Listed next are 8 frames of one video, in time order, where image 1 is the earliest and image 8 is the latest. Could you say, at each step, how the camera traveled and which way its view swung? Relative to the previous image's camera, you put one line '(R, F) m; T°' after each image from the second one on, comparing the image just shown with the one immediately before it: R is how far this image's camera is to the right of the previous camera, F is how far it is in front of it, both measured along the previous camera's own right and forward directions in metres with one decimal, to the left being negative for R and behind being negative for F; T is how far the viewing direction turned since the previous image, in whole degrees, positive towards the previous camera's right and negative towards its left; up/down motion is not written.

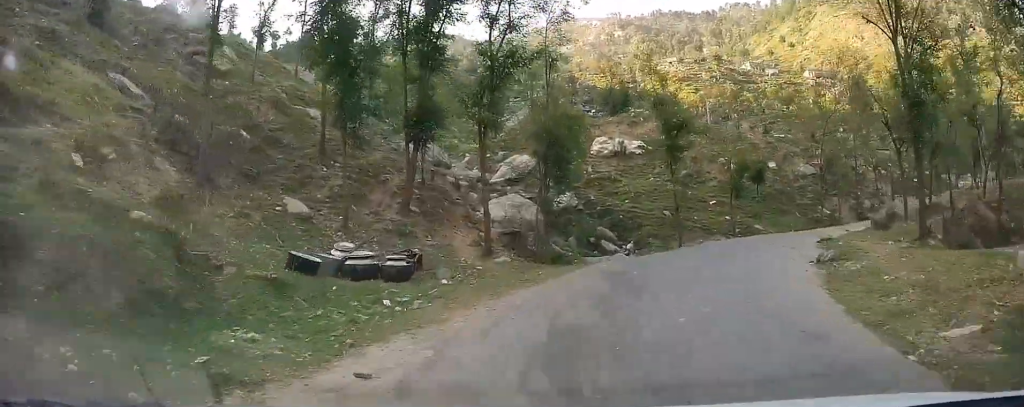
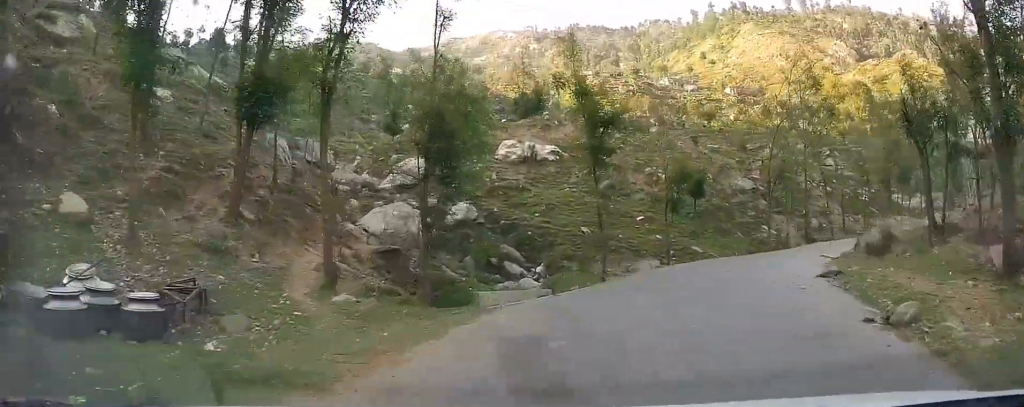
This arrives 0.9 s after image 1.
(-0.3, +5.7) m; +7°
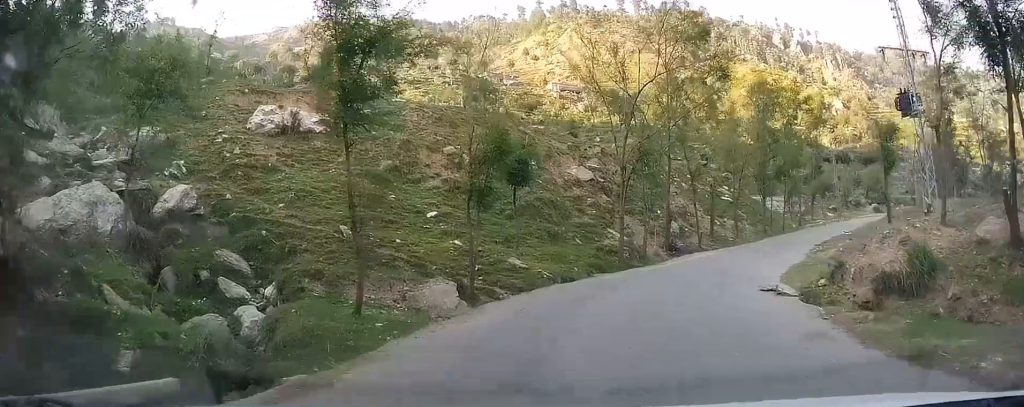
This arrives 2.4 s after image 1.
(+1.7, +10.3) m; +17°
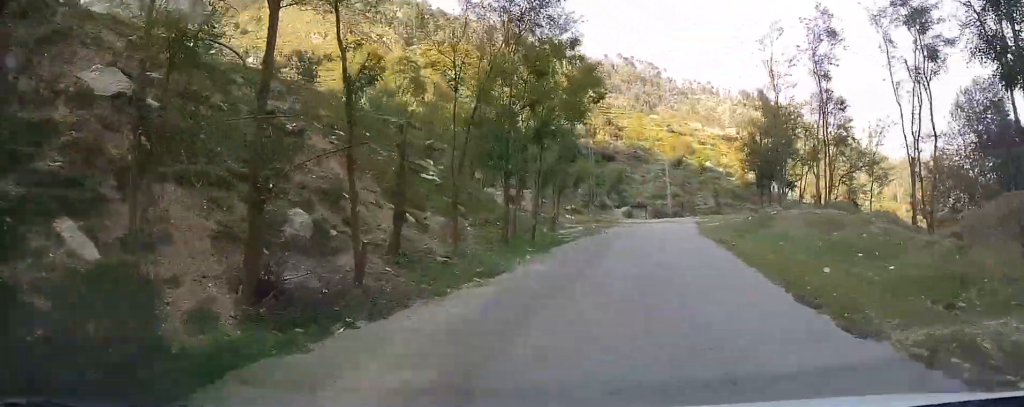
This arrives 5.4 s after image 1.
(+6.2, +20.4) m; +31°
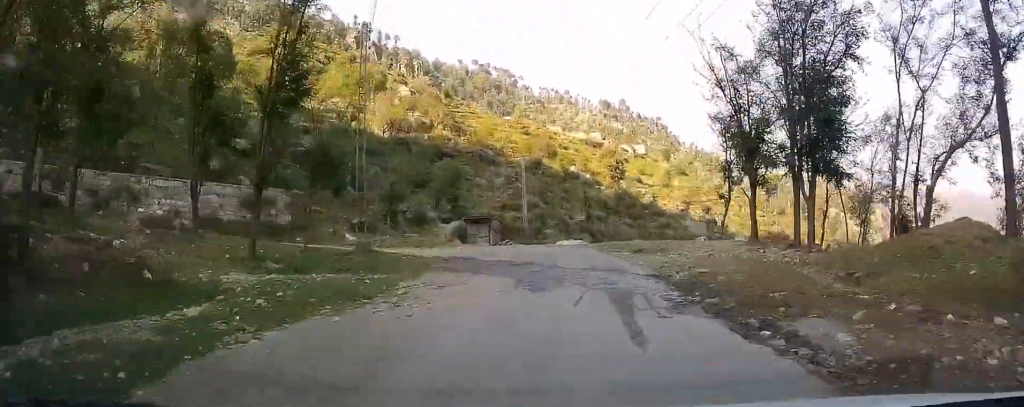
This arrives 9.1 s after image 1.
(+5.7, +24.6) m; +18°
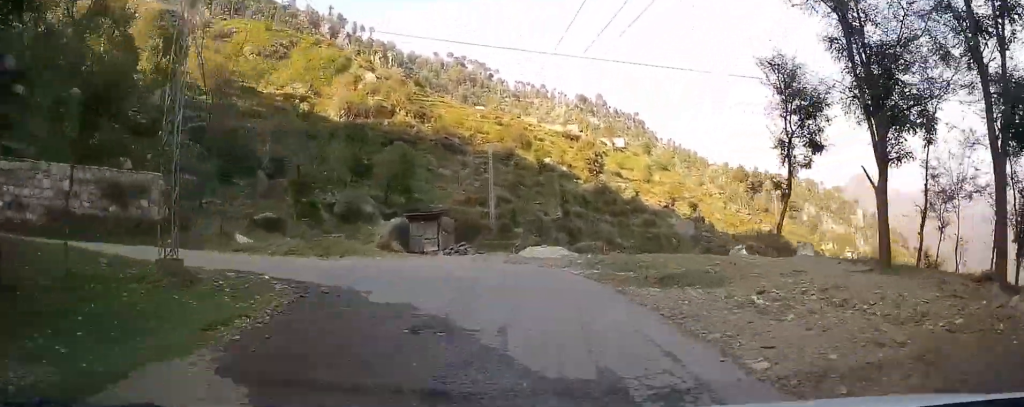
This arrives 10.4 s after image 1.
(0.0, +8.2) m; -2°
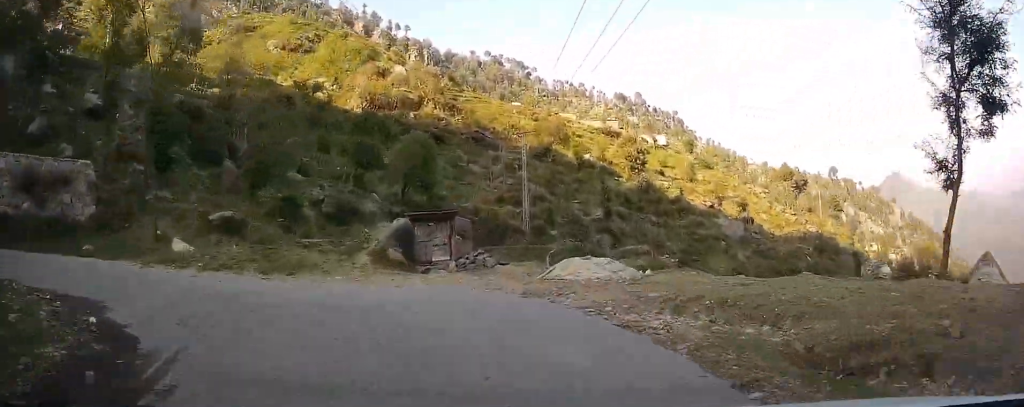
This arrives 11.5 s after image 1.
(-0.1, +6.3) m; -8°
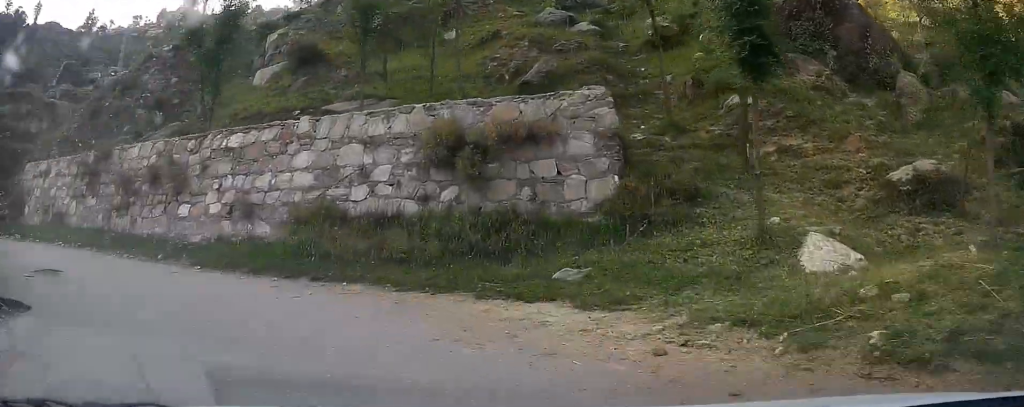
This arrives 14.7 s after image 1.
(-4.7, +13.0) m; -76°
